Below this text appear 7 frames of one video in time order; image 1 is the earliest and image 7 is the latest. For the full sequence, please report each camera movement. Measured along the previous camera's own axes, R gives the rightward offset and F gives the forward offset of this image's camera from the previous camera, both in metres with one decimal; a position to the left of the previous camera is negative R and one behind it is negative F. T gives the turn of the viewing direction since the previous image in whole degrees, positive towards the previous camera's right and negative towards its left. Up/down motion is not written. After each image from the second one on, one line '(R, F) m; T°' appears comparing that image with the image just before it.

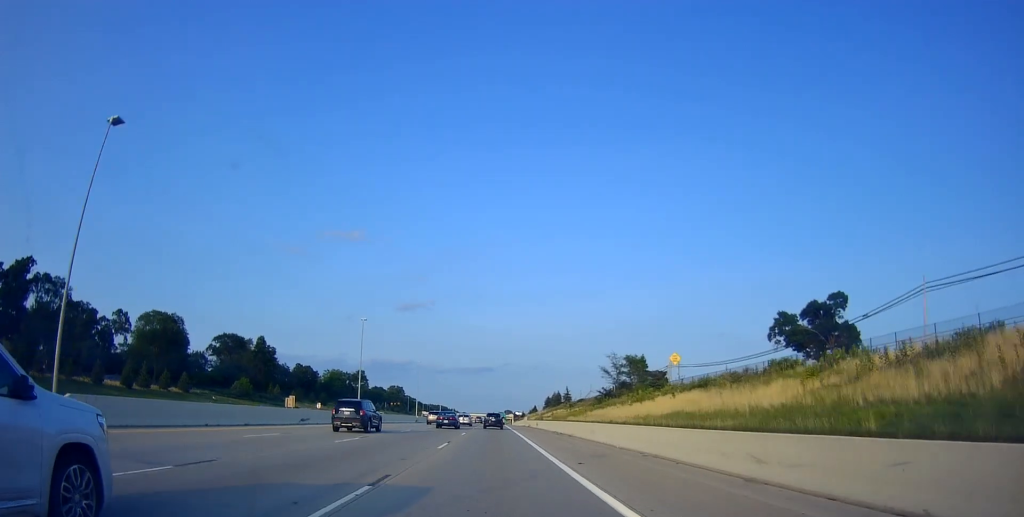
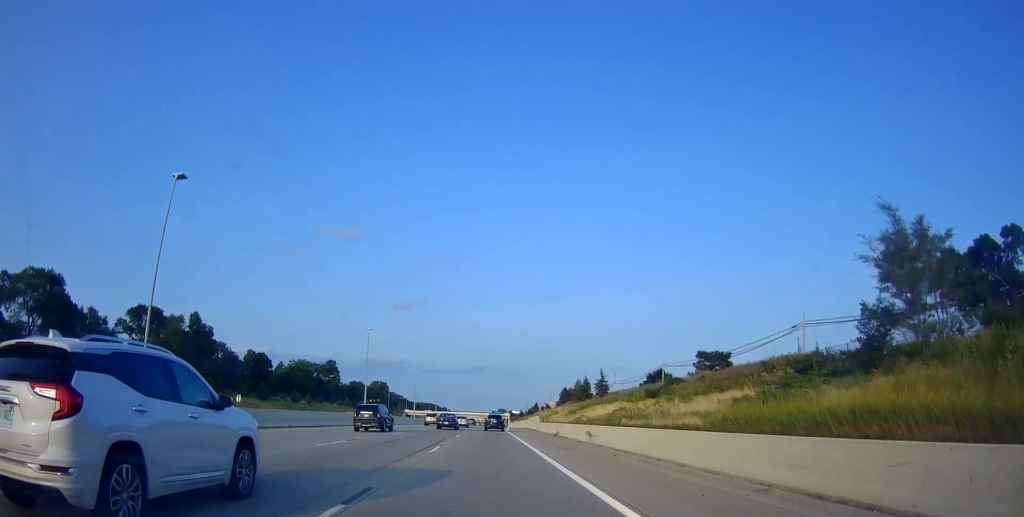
(+0.7, +47.1) m; +1°
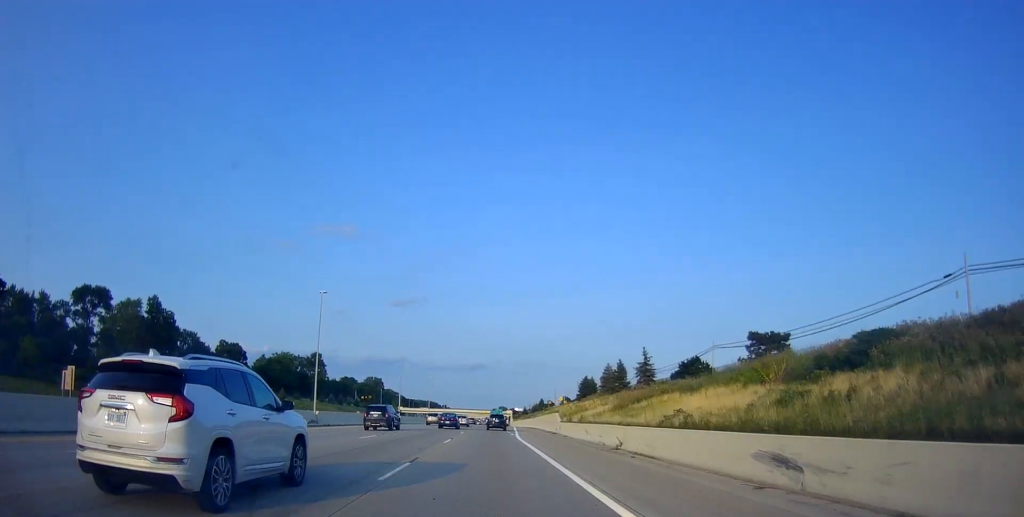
(-0.4, +23.8) m; 0°
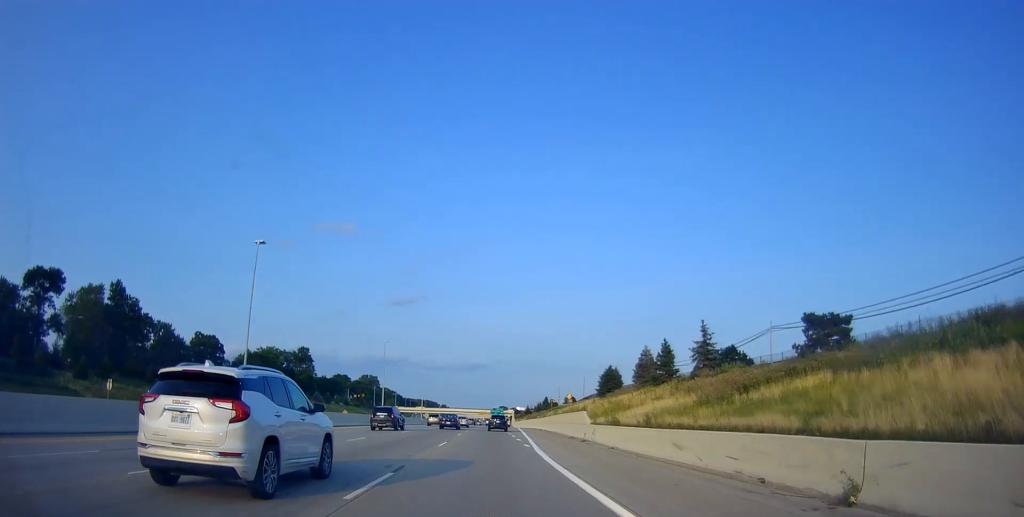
(0.0, +17.6) m; 0°
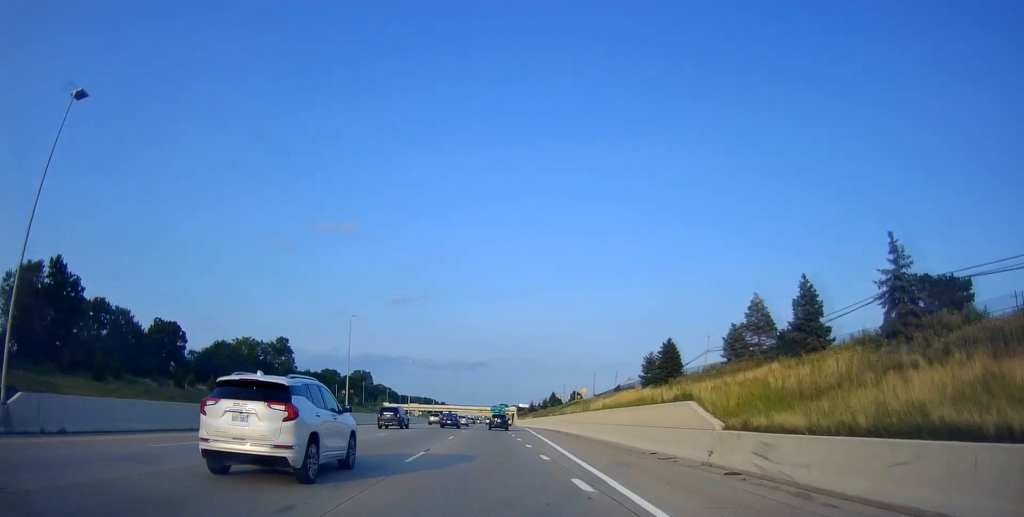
(+0.3, +23.8) m; 0°
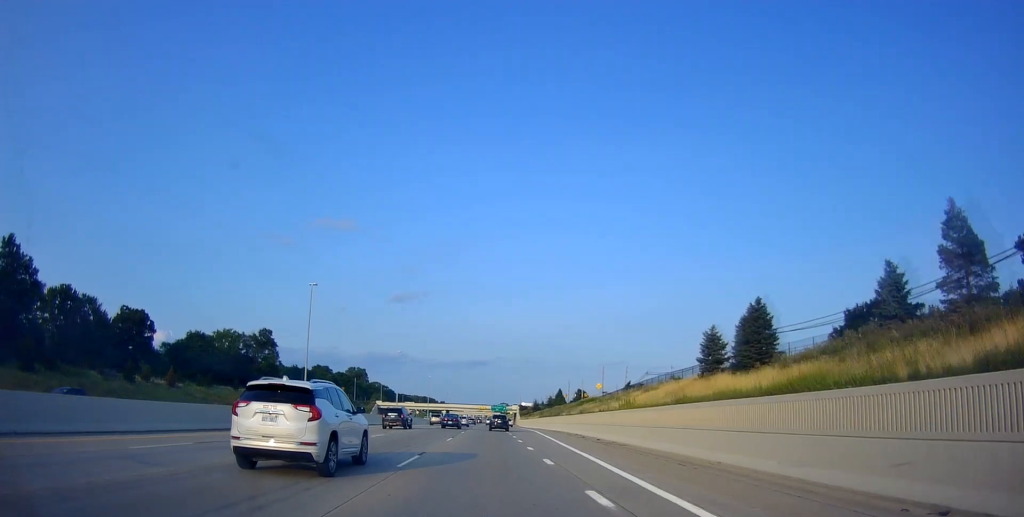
(-0.3, +16.7) m; 0°
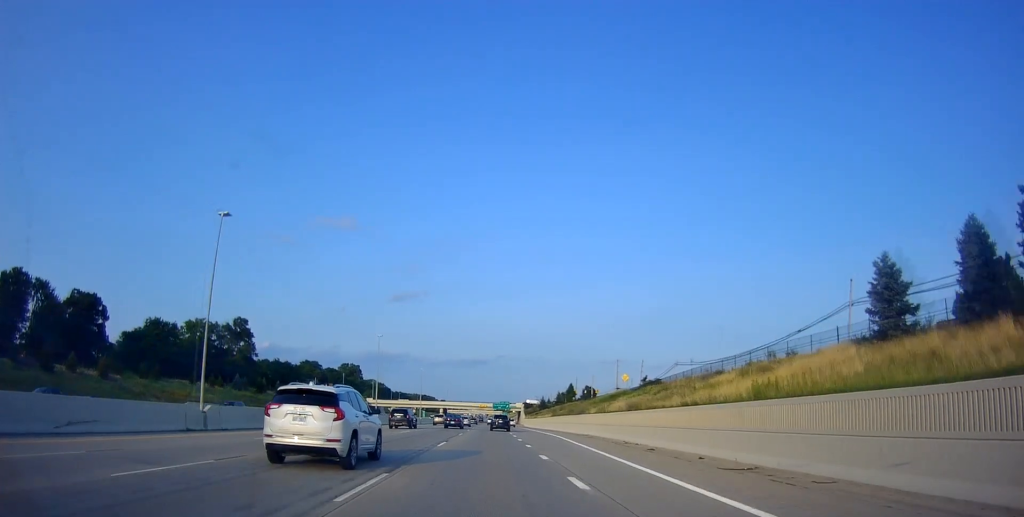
(-0.1, +20.9) m; 0°
